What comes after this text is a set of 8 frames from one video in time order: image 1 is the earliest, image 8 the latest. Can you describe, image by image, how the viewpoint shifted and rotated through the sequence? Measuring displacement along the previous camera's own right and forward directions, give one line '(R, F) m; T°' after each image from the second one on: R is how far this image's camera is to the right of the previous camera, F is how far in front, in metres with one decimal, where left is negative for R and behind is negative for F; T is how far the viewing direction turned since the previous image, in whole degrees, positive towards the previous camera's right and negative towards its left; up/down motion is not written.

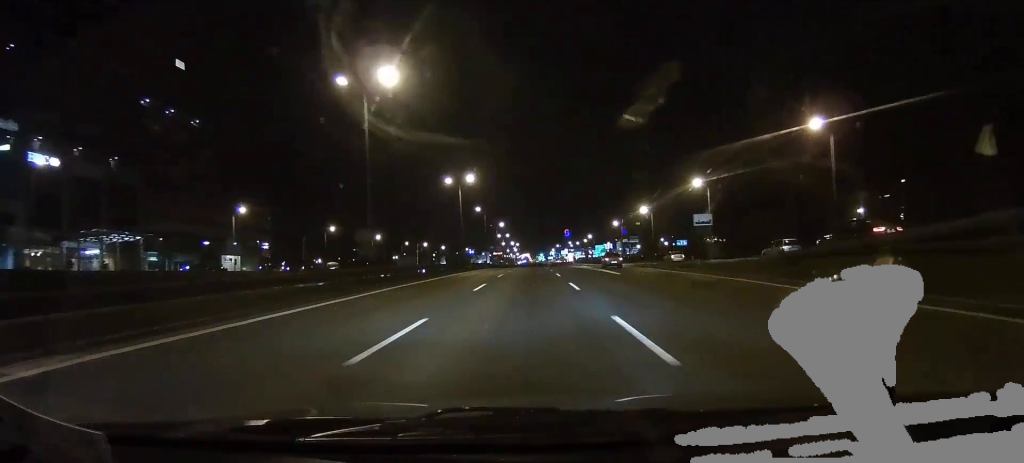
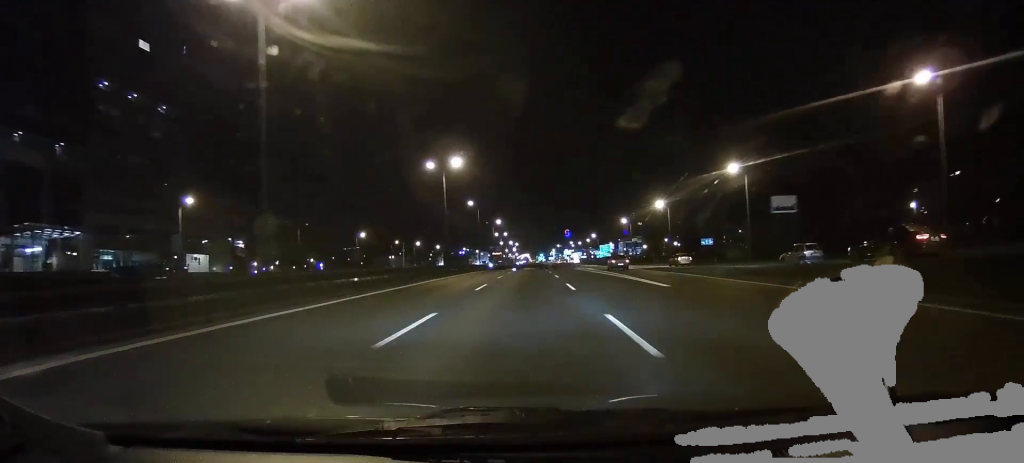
(-0.7, +10.7) m; -1°
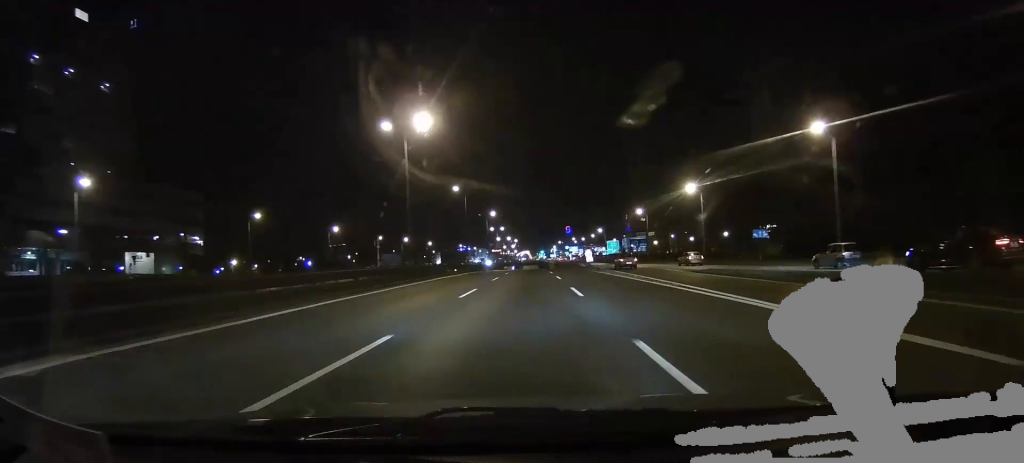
(-0.3, +15.0) m; 0°
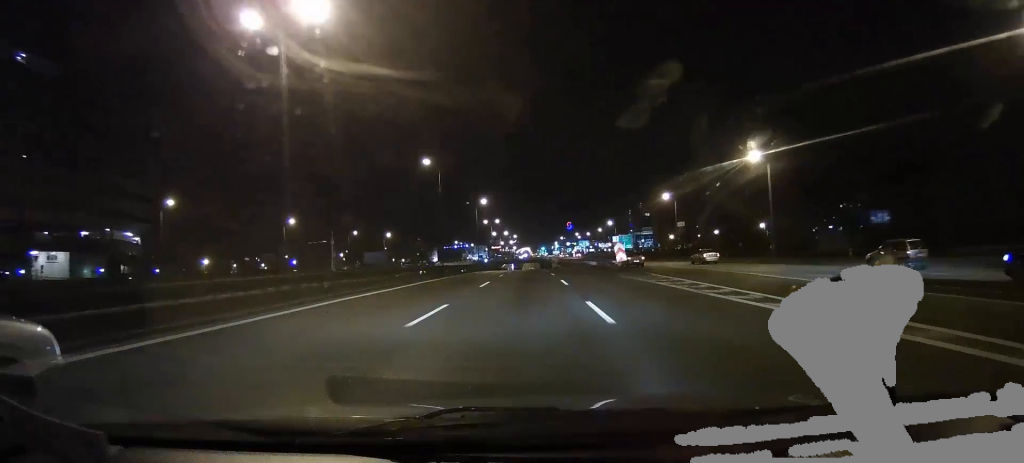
(+0.3, +18.0) m; +1°
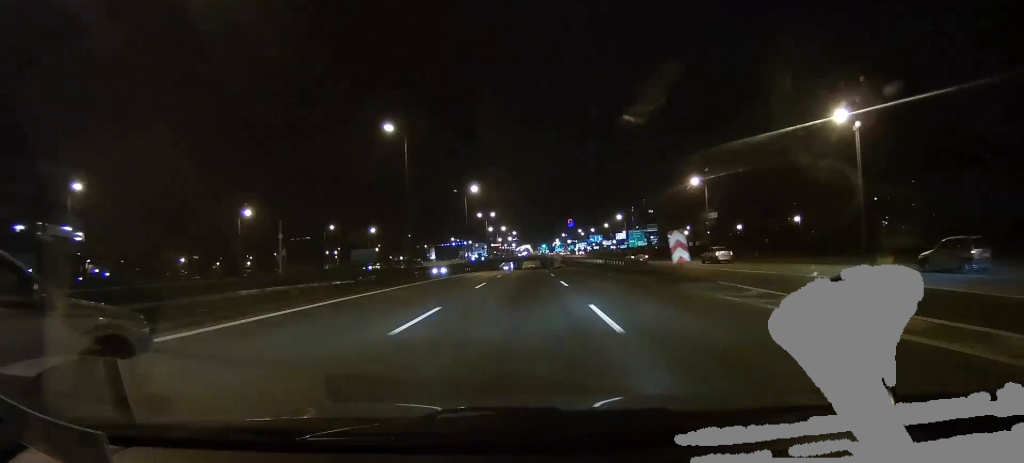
(0.0, +13.0) m; 0°
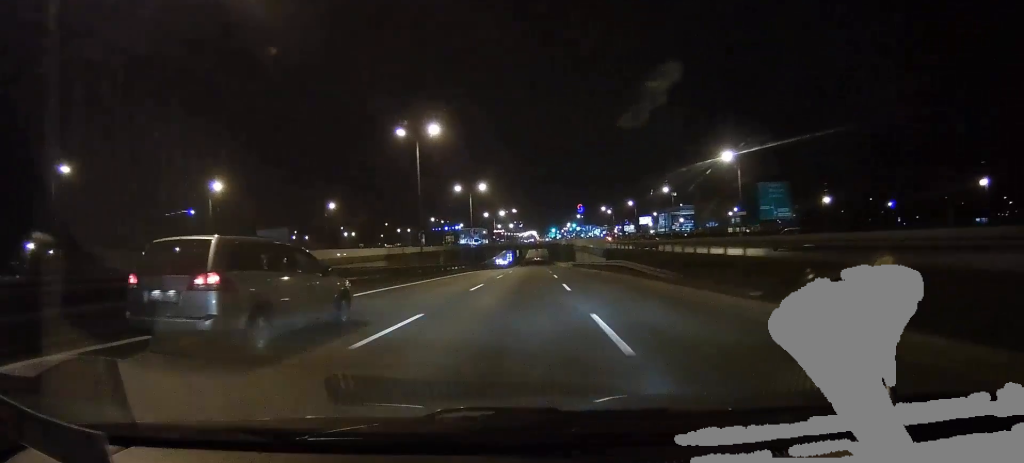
(-0.3, +61.4) m; 0°
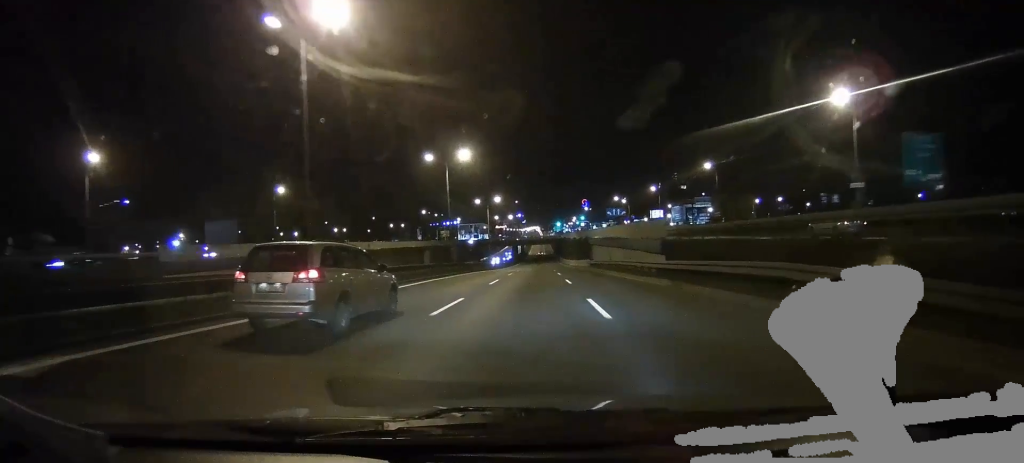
(+0.5, +20.0) m; 0°
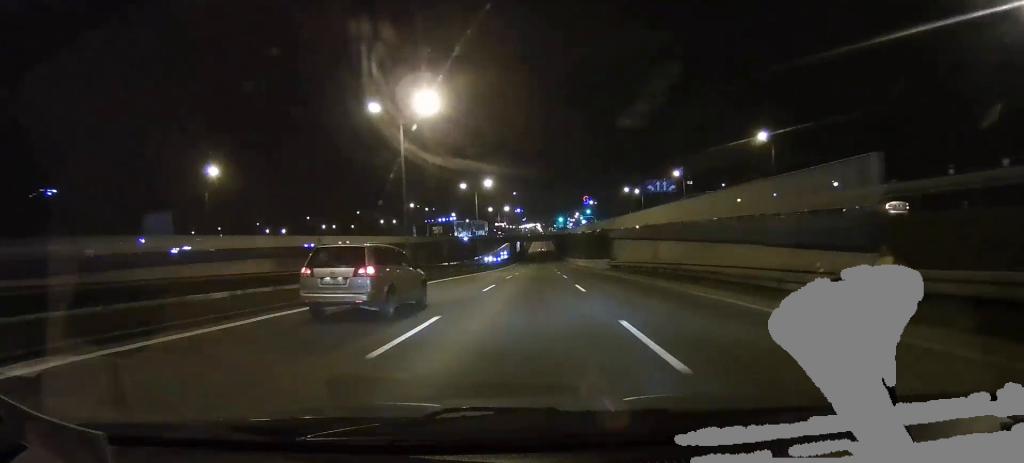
(+0.1, +17.2) m; -1°
